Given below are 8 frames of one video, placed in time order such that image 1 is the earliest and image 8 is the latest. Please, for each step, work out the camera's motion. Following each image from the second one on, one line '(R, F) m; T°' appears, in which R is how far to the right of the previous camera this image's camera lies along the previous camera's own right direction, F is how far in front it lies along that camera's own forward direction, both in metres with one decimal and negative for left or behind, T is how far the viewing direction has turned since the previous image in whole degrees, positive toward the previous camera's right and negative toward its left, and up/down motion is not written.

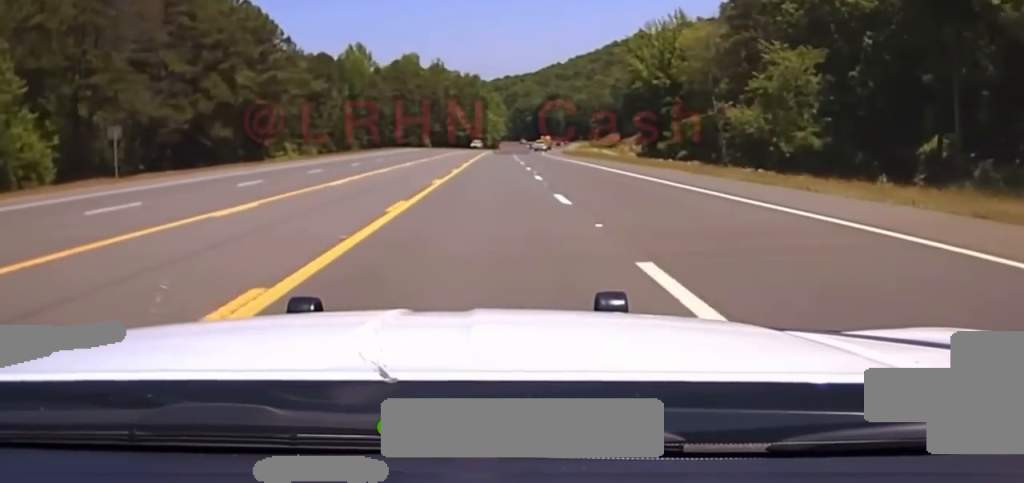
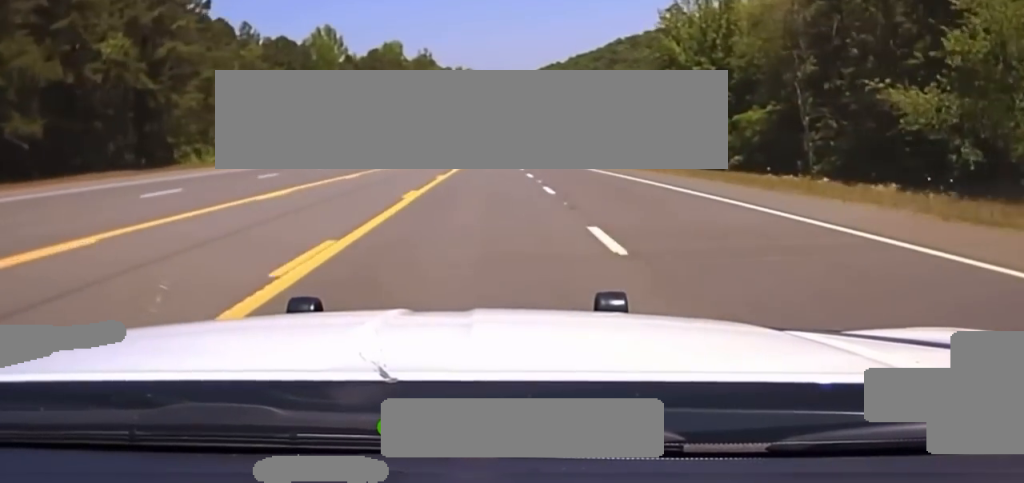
(0.0, +29.7) m; 0°
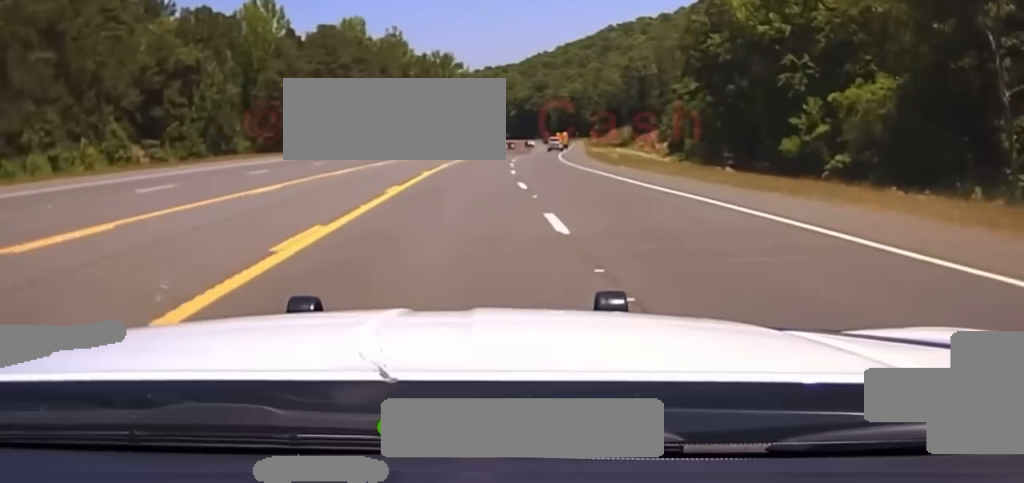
(0.0, +29.3) m; 0°
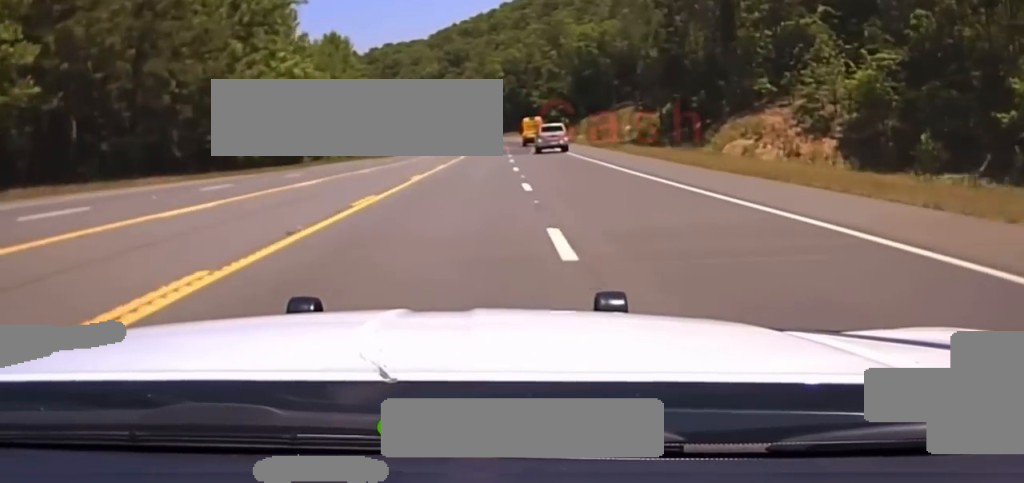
(+4.8, +125.1) m; +5°
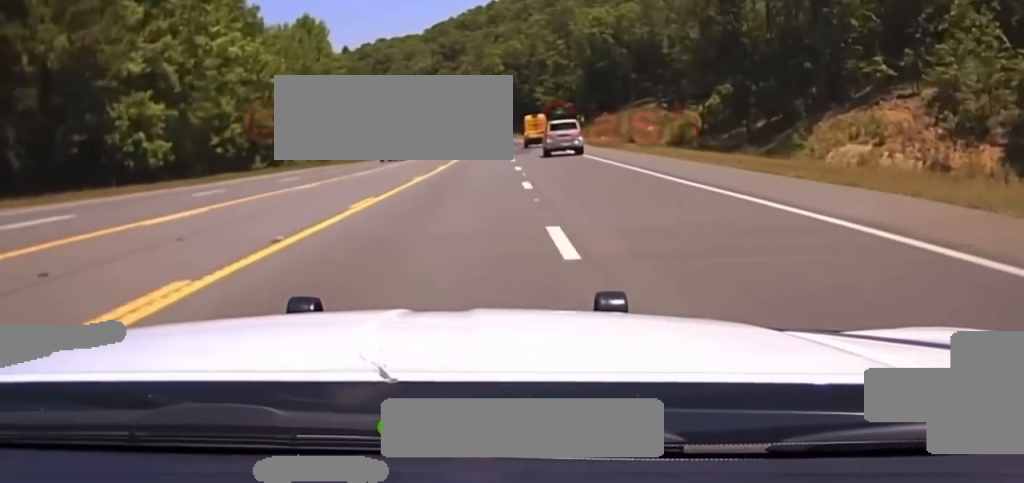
(+0.4, +24.9) m; 0°
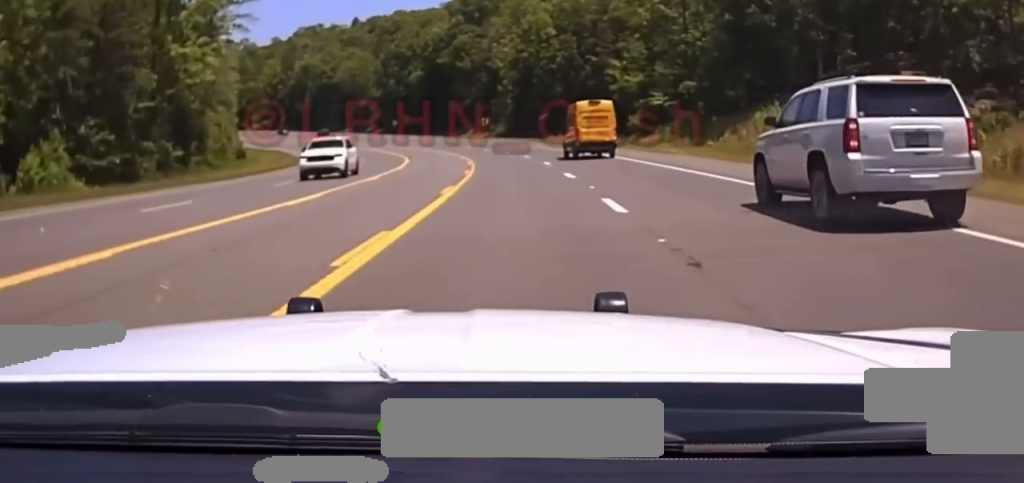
(0.0, +84.7) m; -1°
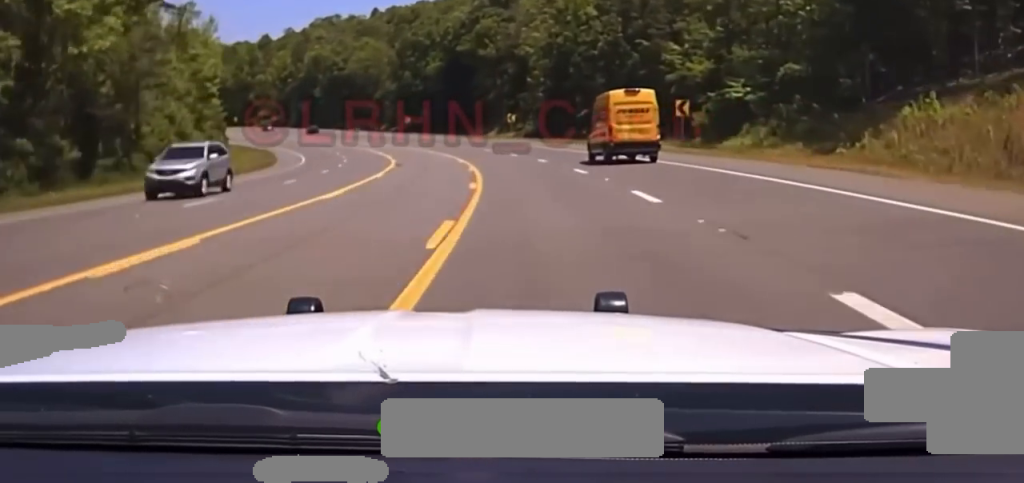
(+0.1, +25.4) m; -1°
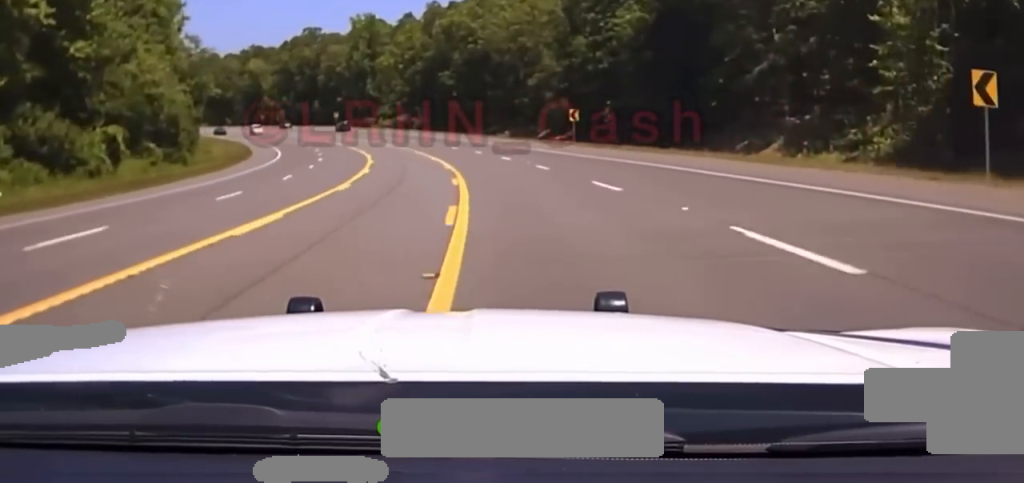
(-4.9, +76.7) m; -10°
